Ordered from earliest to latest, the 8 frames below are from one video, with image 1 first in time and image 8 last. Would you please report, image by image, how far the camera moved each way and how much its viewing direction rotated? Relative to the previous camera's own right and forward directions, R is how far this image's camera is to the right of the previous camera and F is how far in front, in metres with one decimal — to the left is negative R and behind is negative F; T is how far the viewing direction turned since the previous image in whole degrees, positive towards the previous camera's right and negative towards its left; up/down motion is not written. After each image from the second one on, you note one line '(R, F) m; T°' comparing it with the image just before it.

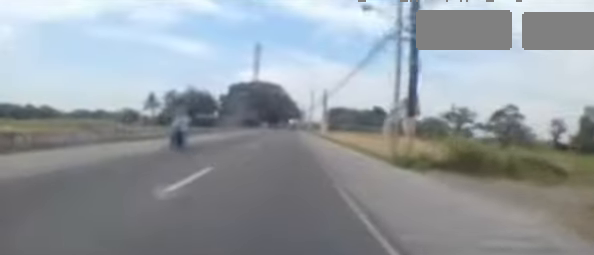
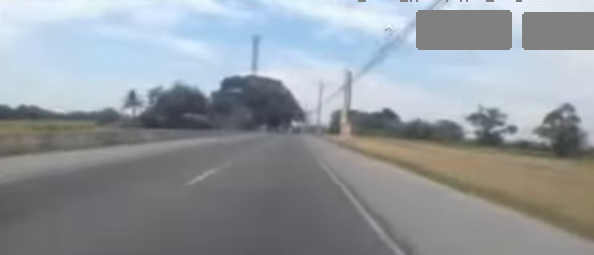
(0.0, +17.1) m; 0°
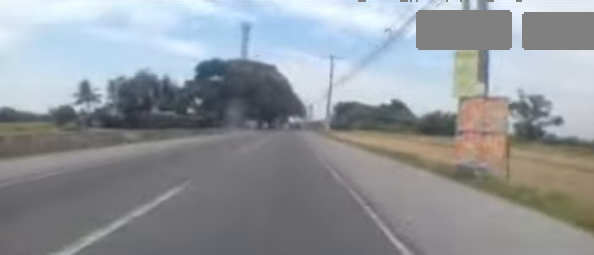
(0.0, +21.6) m; 0°
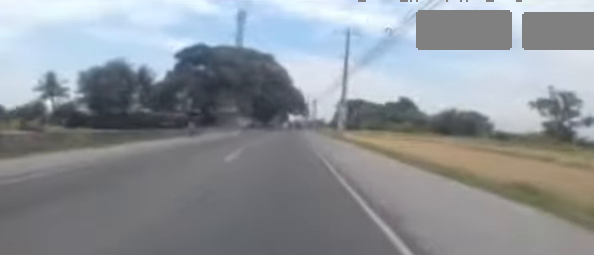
(0.0, +12.5) m; 0°
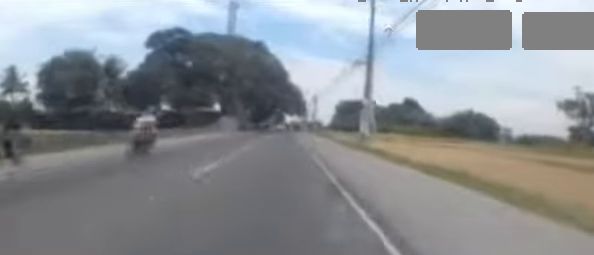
(0.0, +11.1) m; 0°
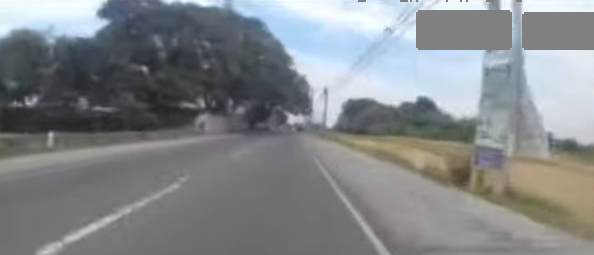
(0.0, +13.0) m; 0°
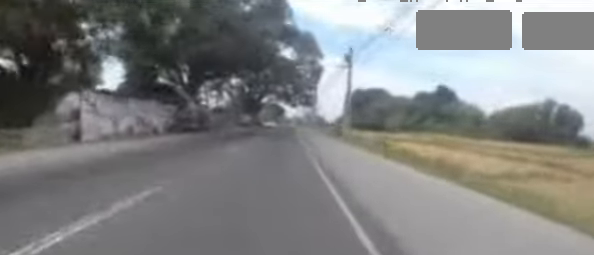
(0.0, +18.6) m; 0°
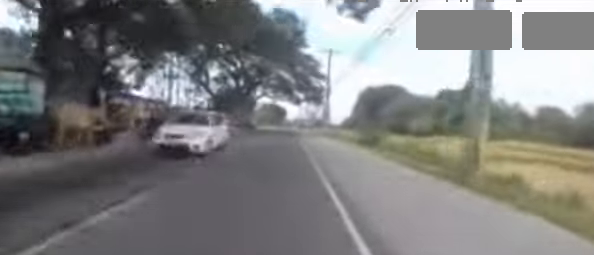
(0.0, +18.1) m; 0°
